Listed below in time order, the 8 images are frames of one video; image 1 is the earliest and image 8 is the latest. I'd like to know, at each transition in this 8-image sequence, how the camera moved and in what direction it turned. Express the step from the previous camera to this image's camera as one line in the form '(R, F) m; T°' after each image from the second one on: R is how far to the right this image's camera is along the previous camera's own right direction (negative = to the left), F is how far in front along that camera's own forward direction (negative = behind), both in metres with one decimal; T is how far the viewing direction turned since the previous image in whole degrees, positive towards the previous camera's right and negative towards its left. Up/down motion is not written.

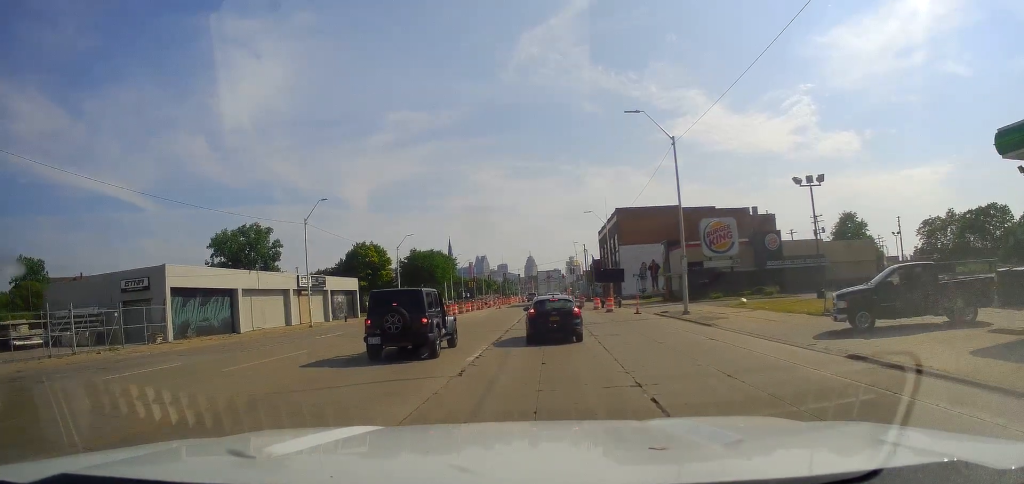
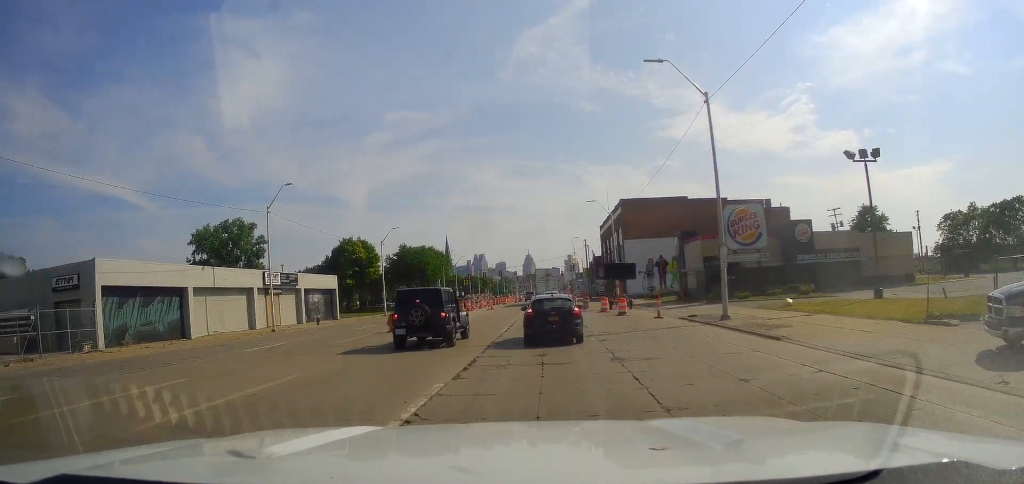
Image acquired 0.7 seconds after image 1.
(-0.2, +7.7) m; 0°
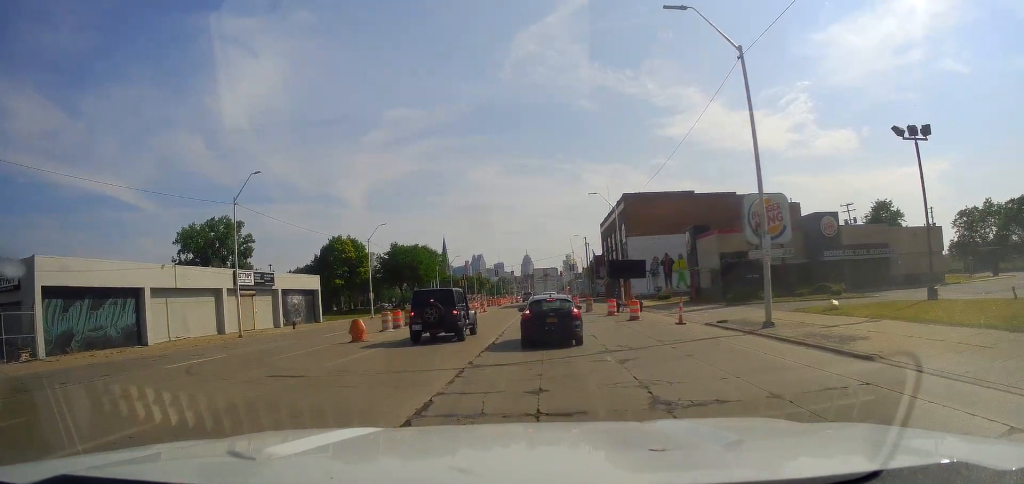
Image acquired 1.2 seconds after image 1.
(-0.2, +5.7) m; +1°
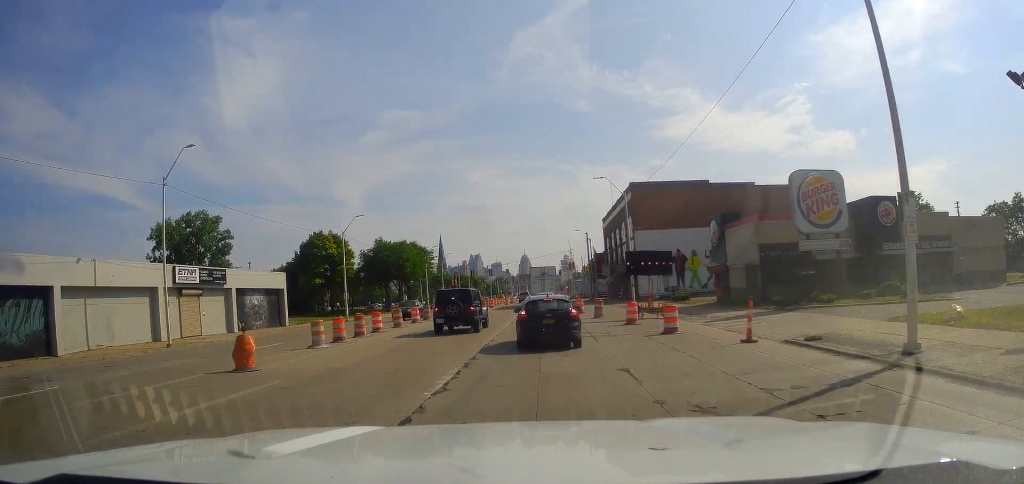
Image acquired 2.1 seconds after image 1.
(+0.5, +9.4) m; +1°
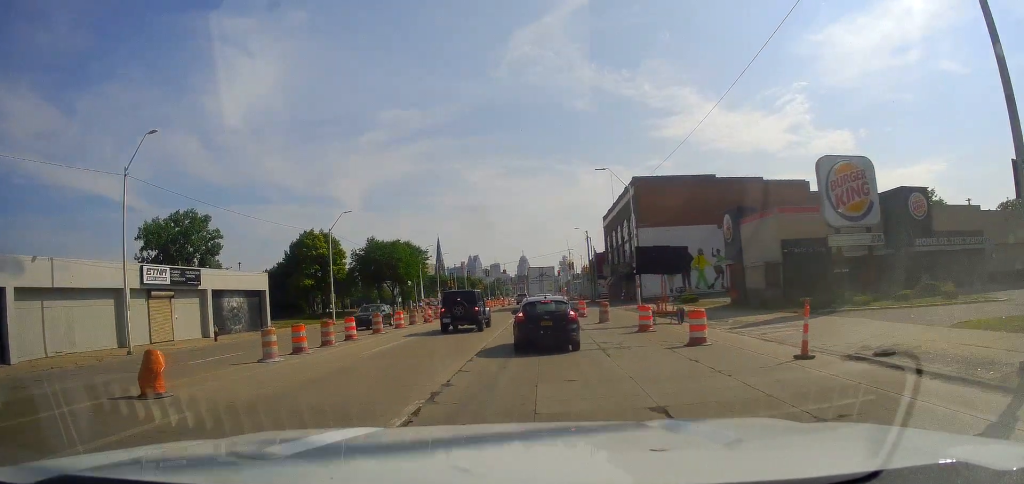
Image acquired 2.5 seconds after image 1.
(-0.1, +3.9) m; -1°
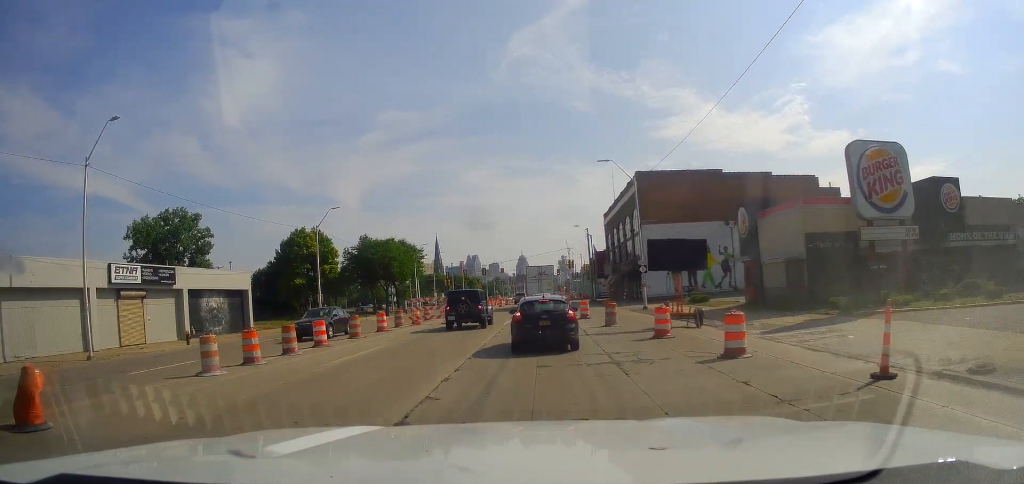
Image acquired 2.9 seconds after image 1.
(-0.1, +3.5) m; -1°
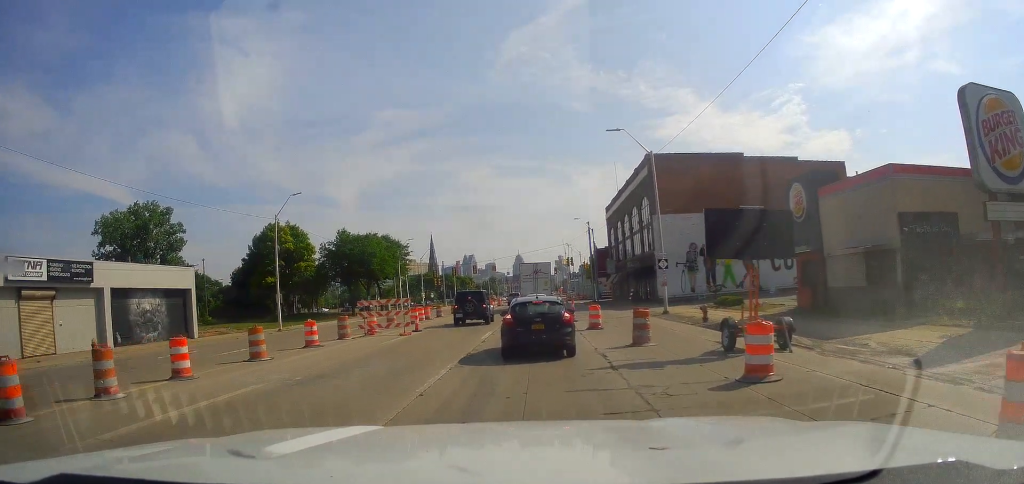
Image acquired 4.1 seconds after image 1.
(-0.2, +8.9) m; 0°
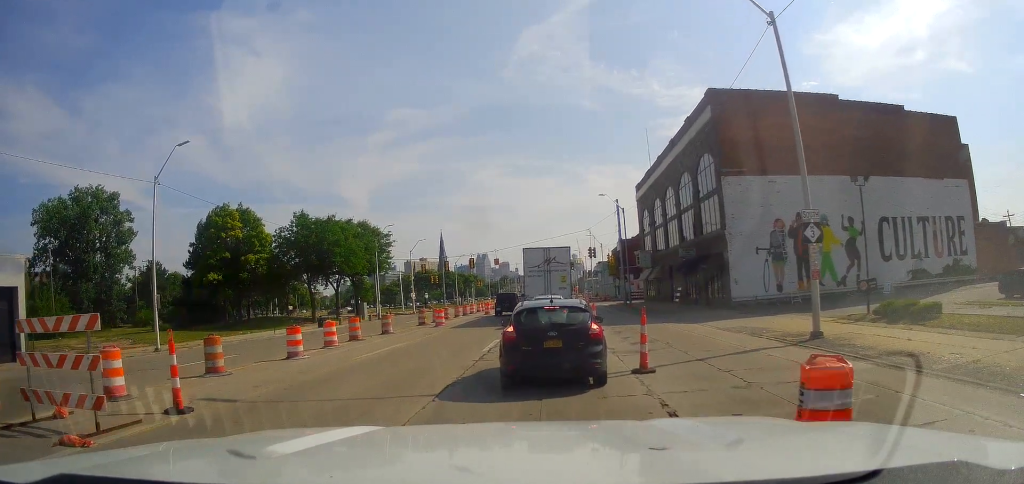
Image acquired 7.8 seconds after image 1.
(+0.3, +19.9) m; -2°
